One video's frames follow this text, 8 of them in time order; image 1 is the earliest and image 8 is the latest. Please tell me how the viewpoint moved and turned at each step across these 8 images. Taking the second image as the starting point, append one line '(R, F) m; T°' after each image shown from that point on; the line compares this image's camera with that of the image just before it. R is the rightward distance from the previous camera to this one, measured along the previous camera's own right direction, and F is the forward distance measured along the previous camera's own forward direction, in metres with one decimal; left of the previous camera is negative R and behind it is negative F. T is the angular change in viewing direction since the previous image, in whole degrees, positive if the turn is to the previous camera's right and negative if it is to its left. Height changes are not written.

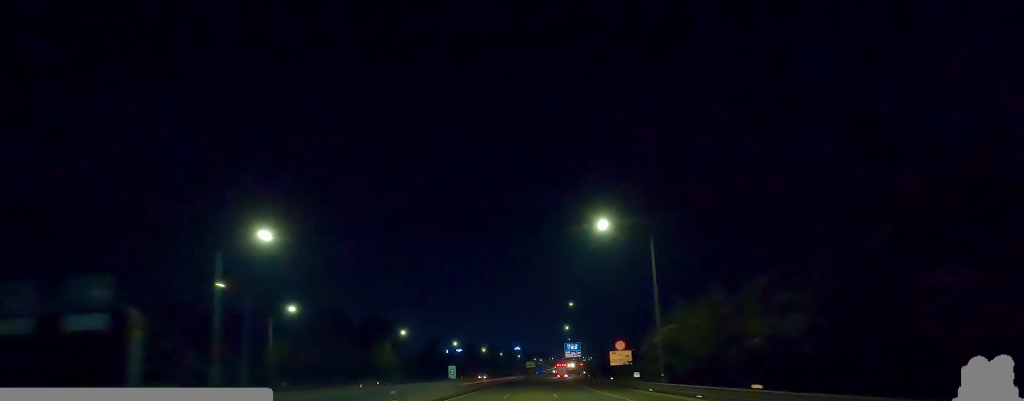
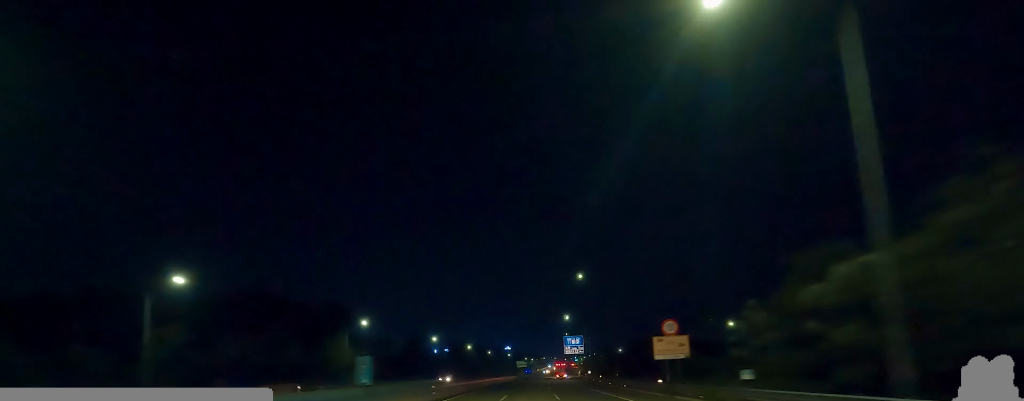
(+0.1, +24.1) m; +1°
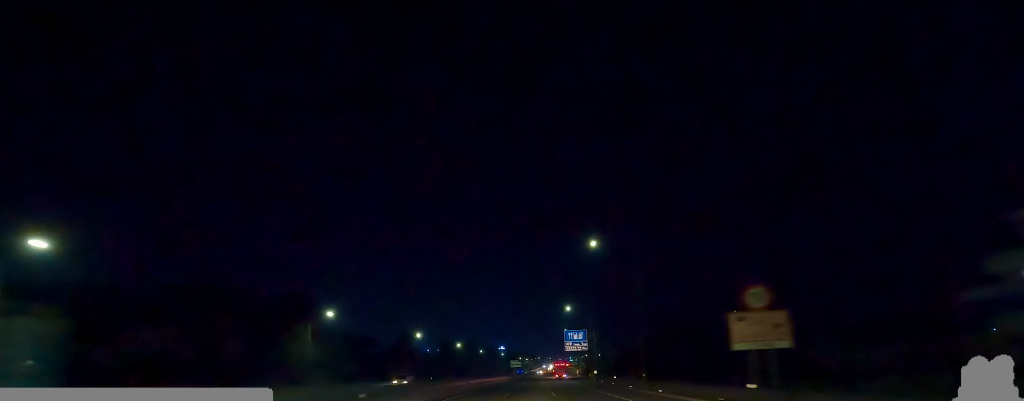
(-0.5, +15.2) m; +2°
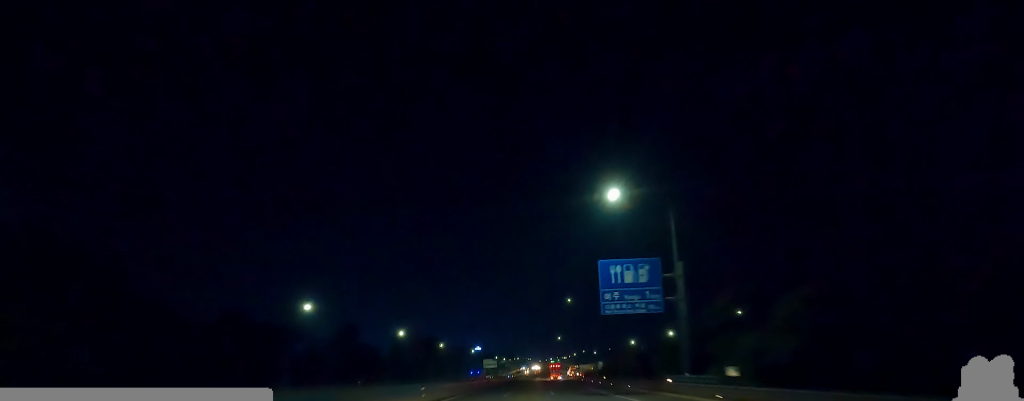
(0.0, +59.6) m; -2°
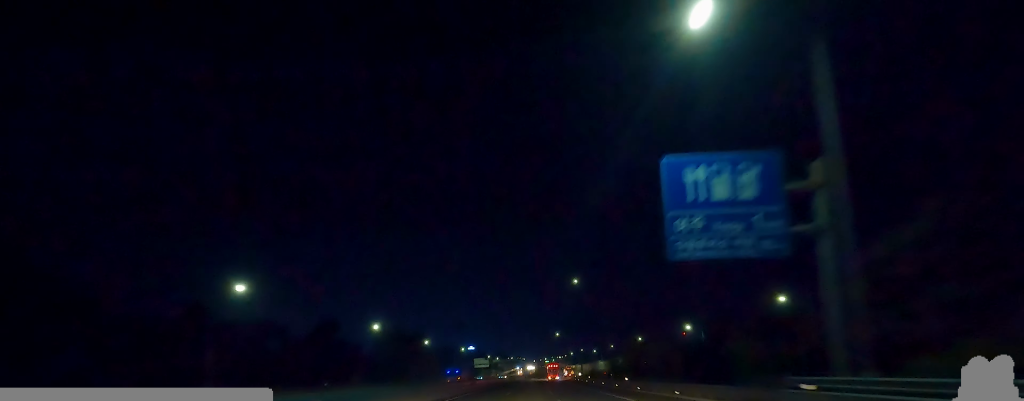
(+0.2, +16.7) m; +3°
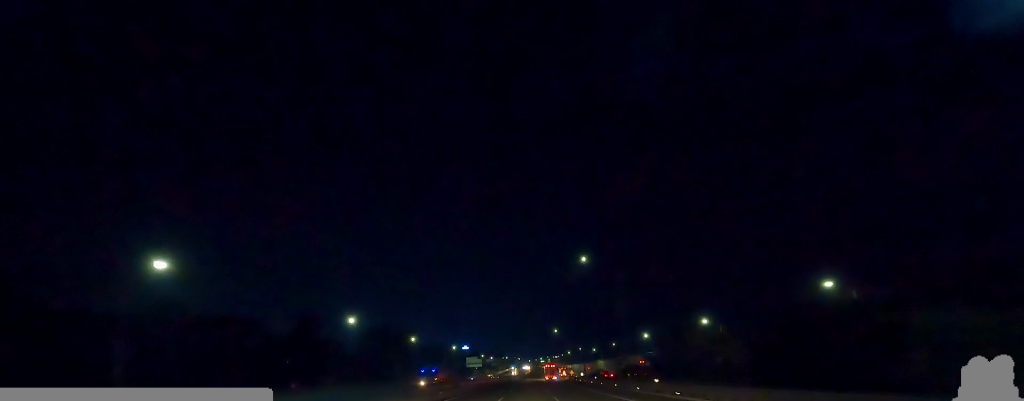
(+0.2, +12.3) m; +1°
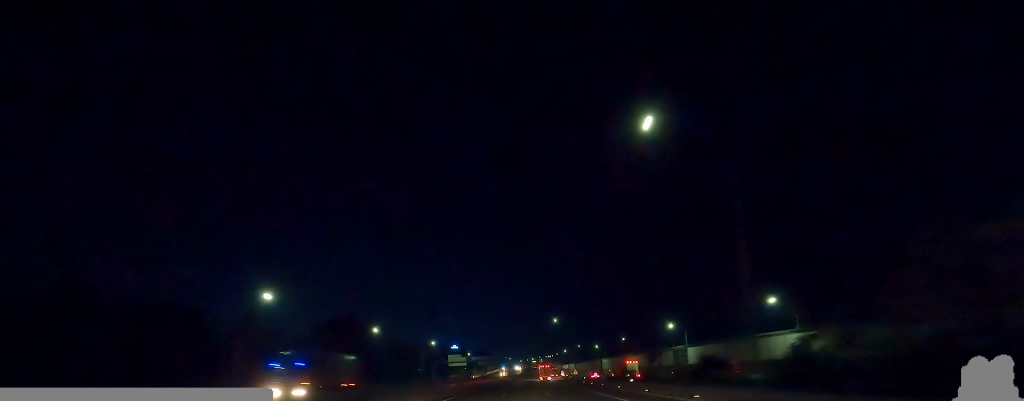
(+0.7, +28.1) m; 0°
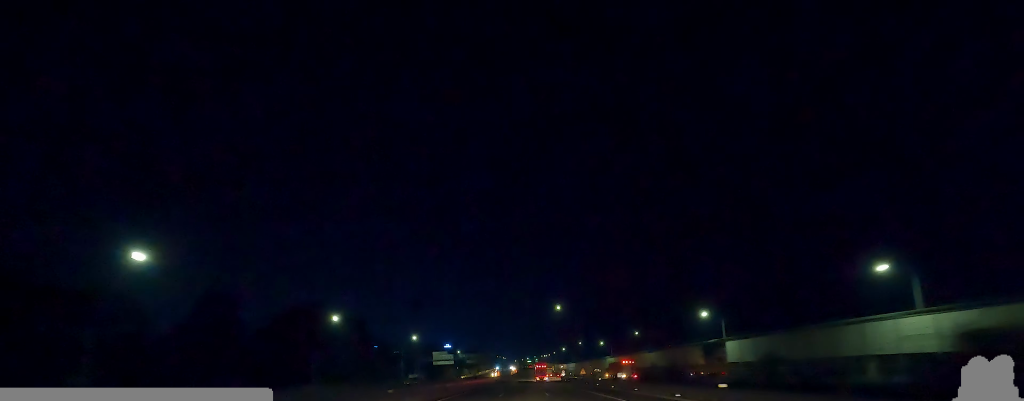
(-0.8, +21.0) m; 0°
